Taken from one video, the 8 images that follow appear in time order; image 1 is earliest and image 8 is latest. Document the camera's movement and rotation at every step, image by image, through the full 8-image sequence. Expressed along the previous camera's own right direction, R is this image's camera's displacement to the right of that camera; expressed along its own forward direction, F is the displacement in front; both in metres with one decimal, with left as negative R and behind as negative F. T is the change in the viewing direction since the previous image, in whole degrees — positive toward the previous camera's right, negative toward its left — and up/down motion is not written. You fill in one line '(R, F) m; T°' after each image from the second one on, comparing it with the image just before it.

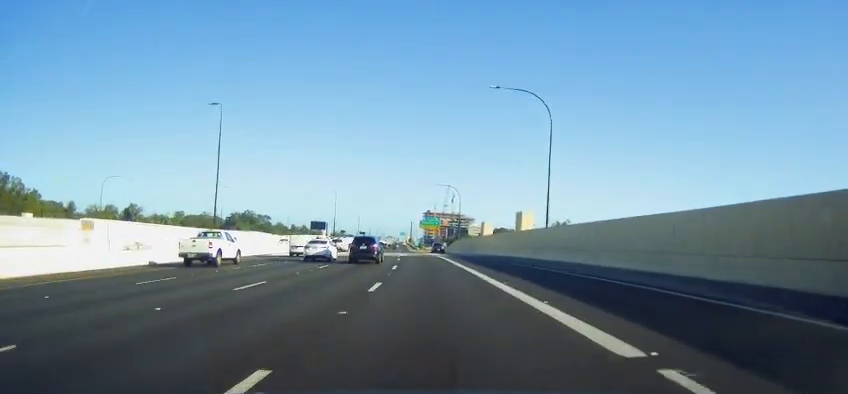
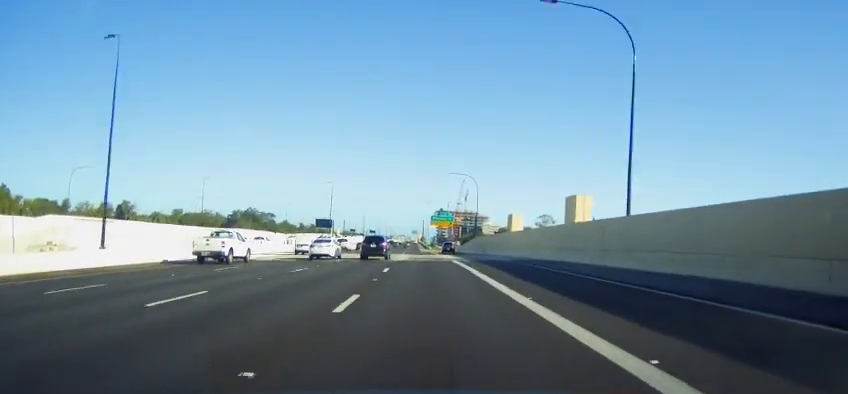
(-0.6, +17.3) m; -2°
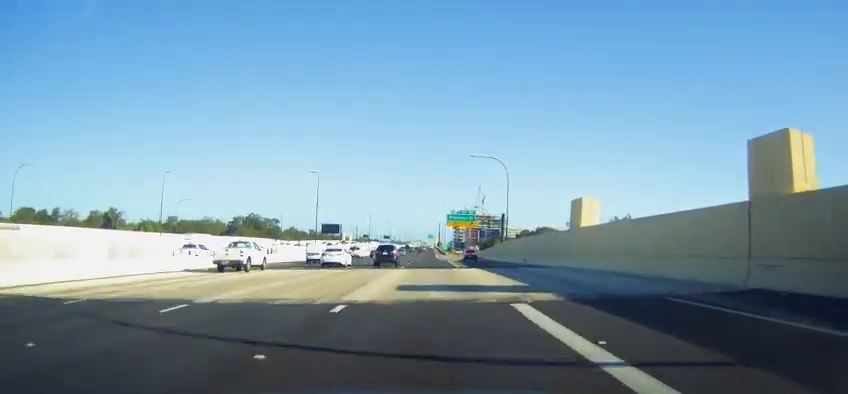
(-0.3, +23.6) m; -1°
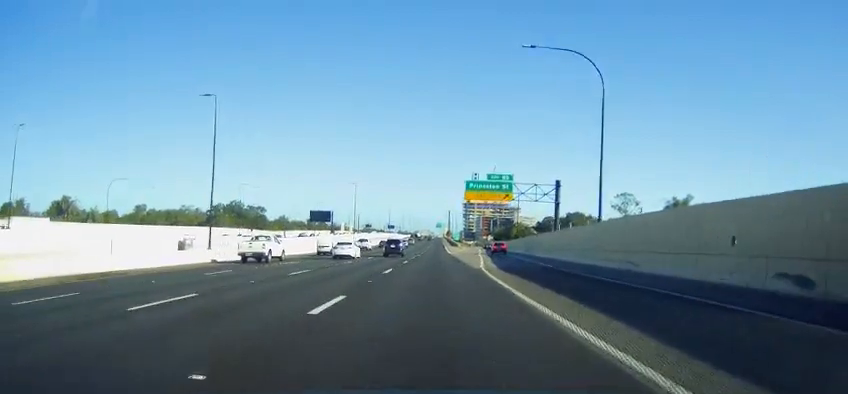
(-0.1, +40.2) m; 0°
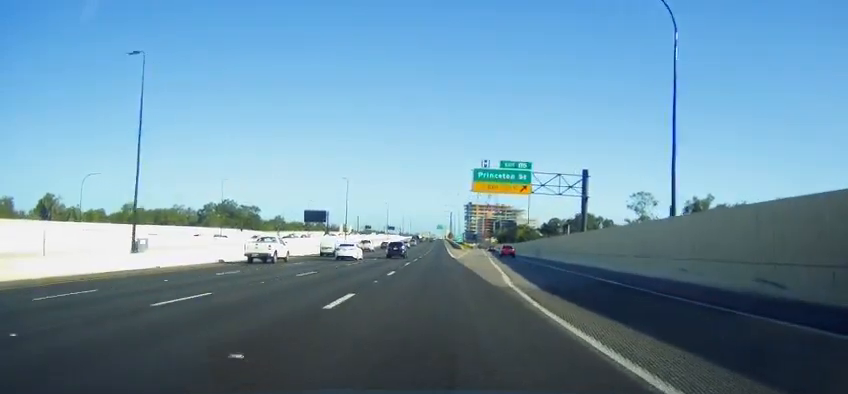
(0.0, +11.3) m; 0°
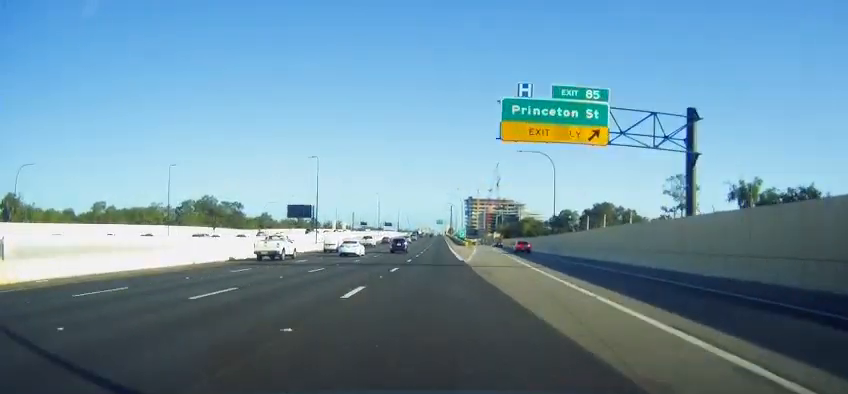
(0.0, +22.8) m; 0°
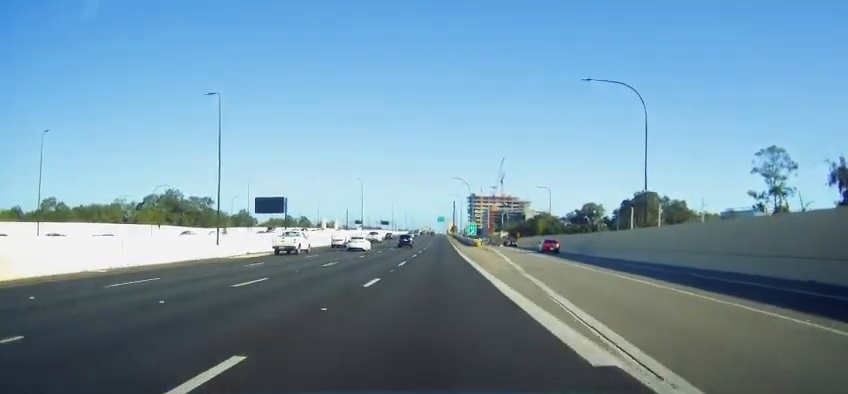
(-0.3, +34.2) m; -1°
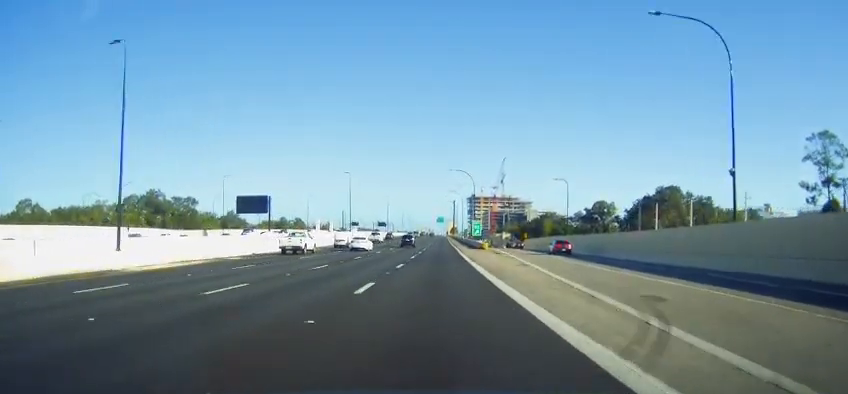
(0.0, +14.1) m; 0°
